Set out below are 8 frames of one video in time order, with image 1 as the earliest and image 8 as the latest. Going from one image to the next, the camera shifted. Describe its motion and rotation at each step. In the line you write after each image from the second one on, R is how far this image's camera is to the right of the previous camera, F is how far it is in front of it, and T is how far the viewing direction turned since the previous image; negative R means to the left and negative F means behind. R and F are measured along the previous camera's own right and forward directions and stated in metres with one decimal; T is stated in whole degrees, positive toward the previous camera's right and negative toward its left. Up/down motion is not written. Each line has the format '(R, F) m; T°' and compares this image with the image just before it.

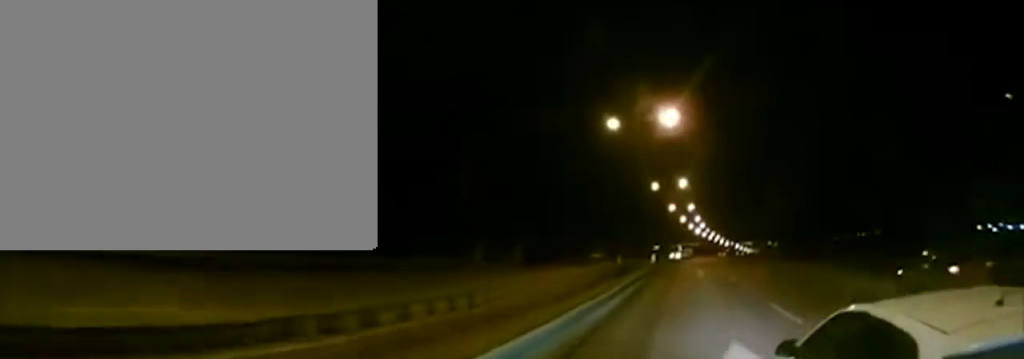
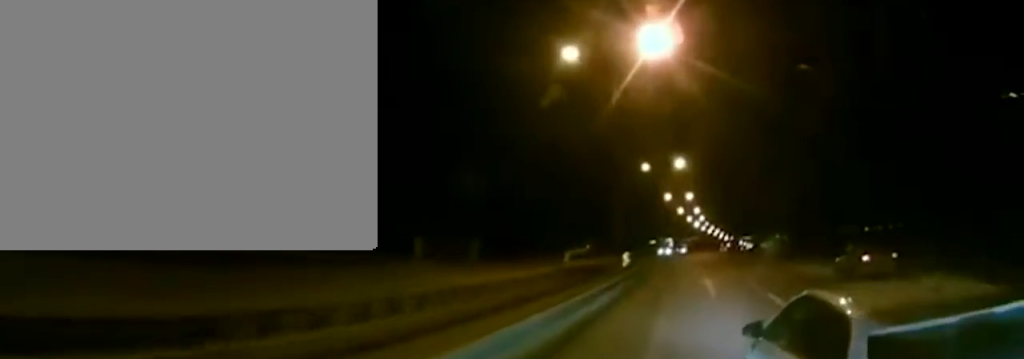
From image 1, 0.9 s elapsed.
(+0.1, +14.5) m; 0°
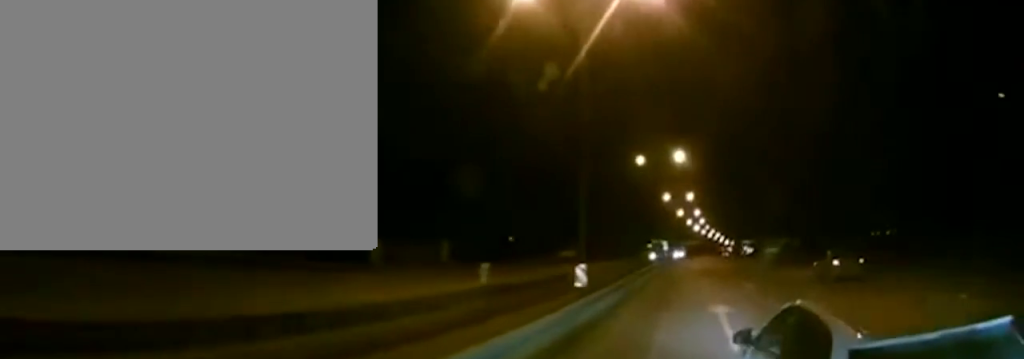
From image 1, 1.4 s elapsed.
(-0.1, +8.3) m; 0°
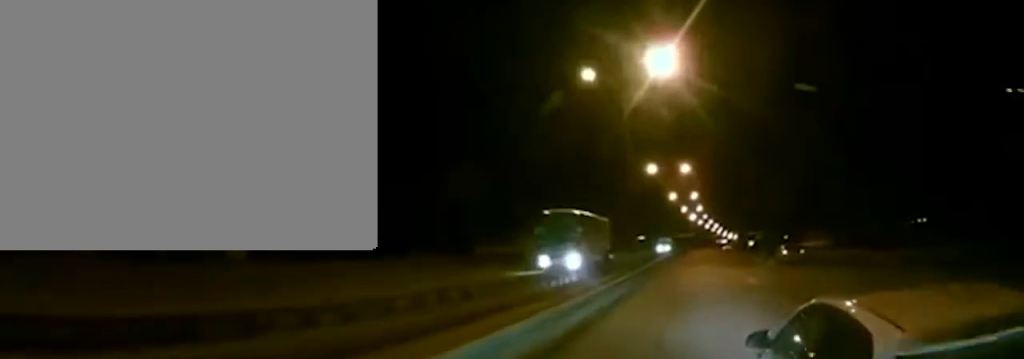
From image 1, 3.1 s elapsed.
(+0.2, +28.8) m; +1°
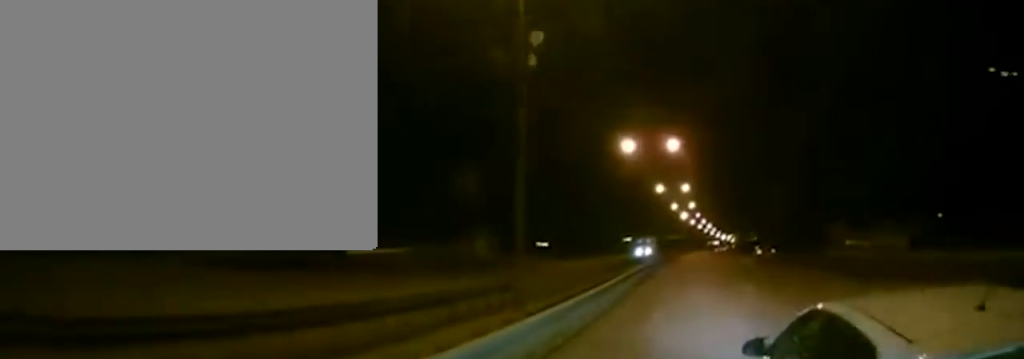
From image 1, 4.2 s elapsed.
(+0.1, +18.4) m; +1°
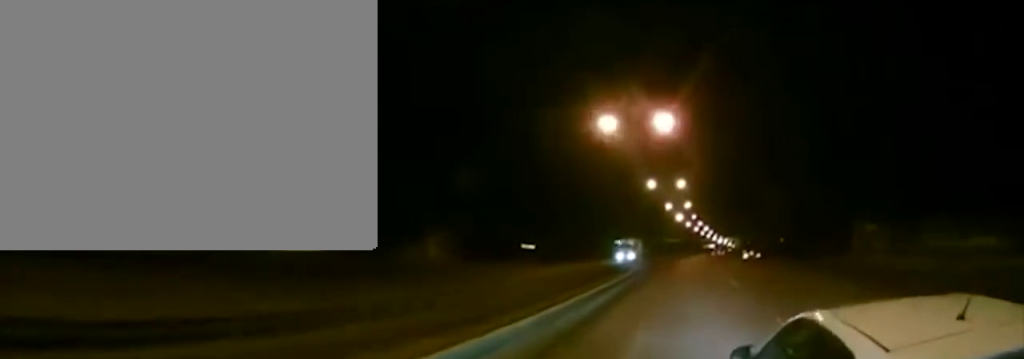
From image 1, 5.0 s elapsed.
(+0.1, +11.6) m; 0°
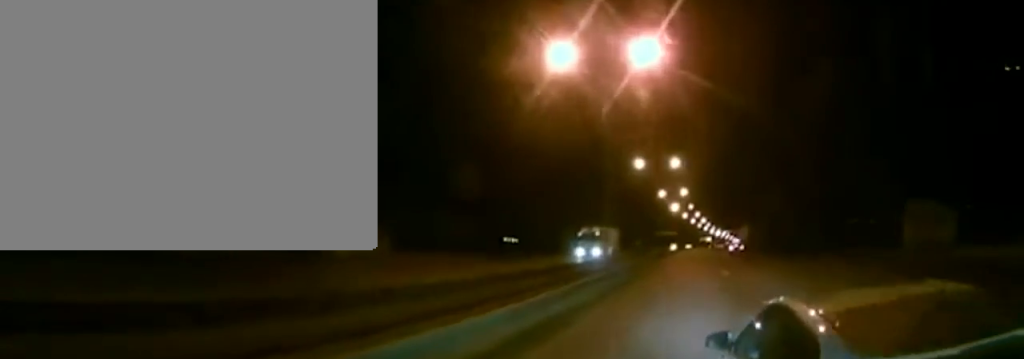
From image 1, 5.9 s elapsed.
(0.0, +14.5) m; 0°
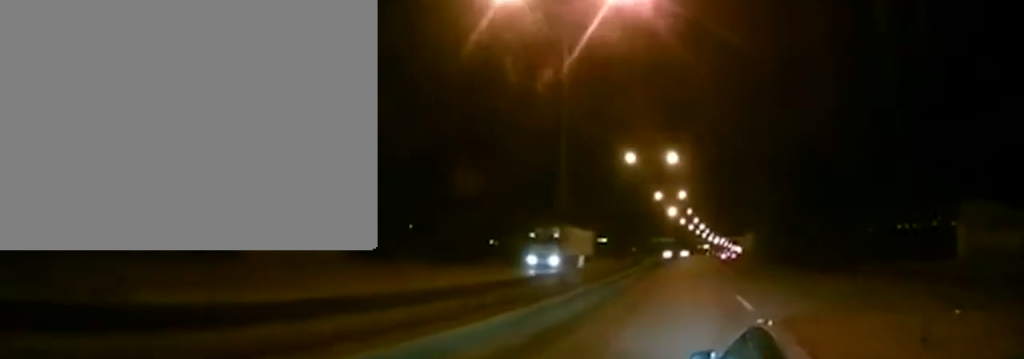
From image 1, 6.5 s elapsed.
(0.0, +9.8) m; 0°
